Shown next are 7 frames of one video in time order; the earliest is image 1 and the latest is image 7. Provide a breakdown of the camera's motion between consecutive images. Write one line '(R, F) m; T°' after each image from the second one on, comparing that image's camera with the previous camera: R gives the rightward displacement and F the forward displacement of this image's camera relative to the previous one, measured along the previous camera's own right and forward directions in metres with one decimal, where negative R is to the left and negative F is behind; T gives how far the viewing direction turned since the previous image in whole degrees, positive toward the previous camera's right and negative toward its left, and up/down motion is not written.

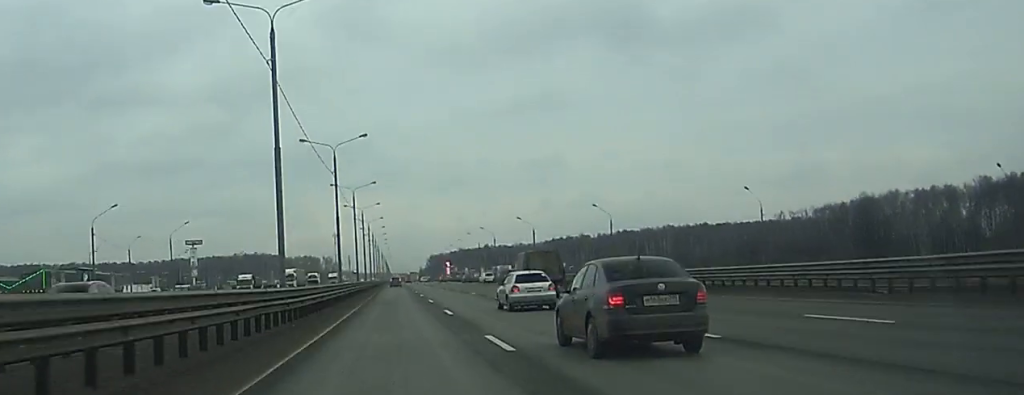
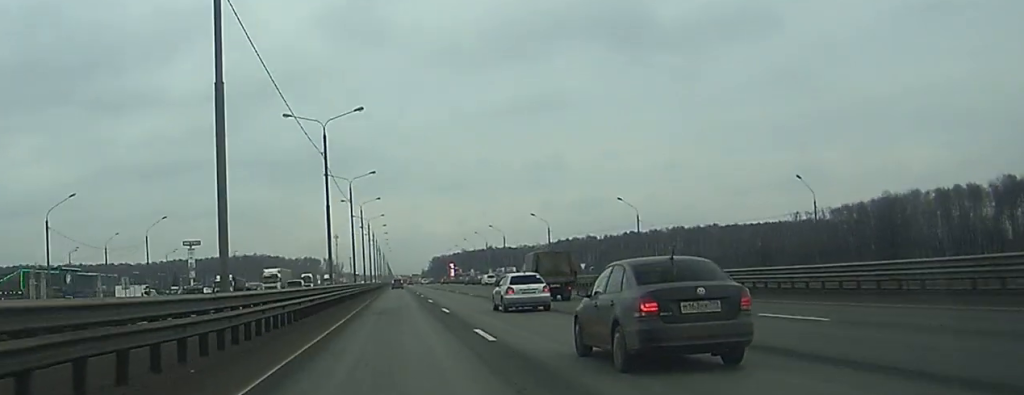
(0.0, +12.9) m; 0°
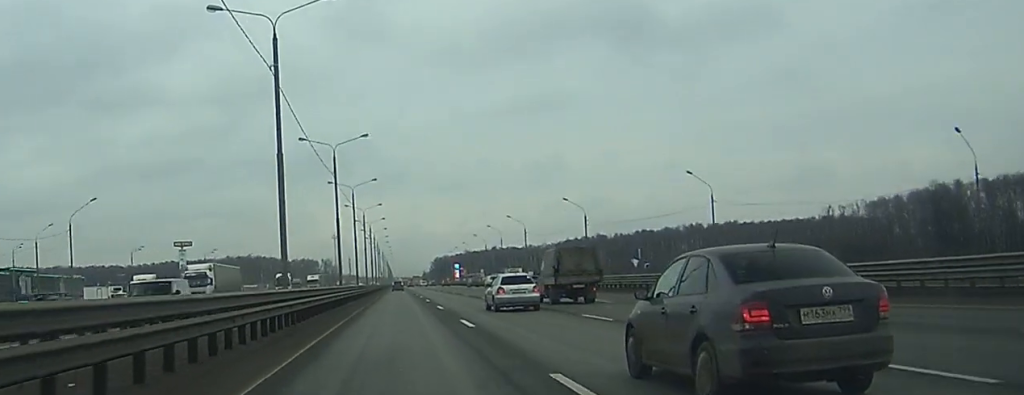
(+0.1, +26.8) m; 0°
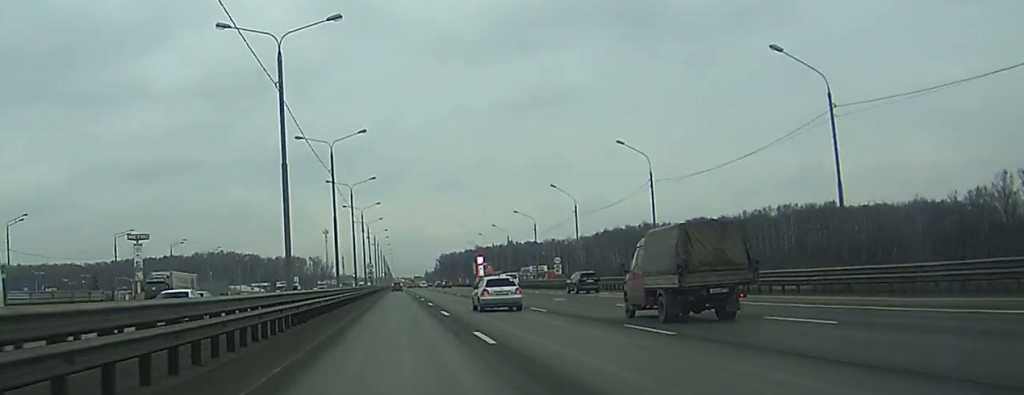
(-0.2, +102.0) m; 0°
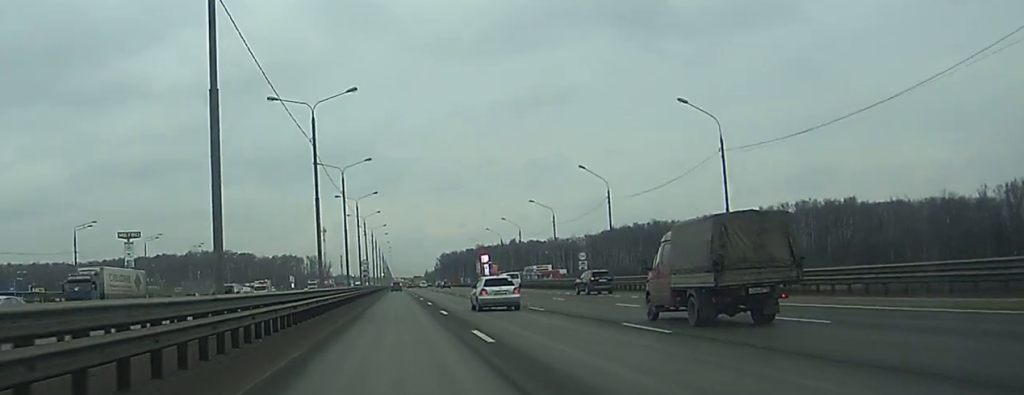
(0.0, +15.8) m; 0°
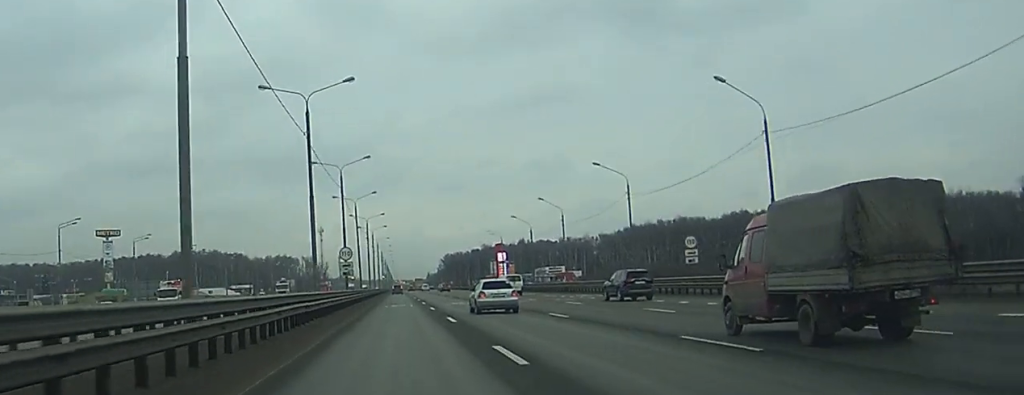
(0.0, +36.6) m; 0°
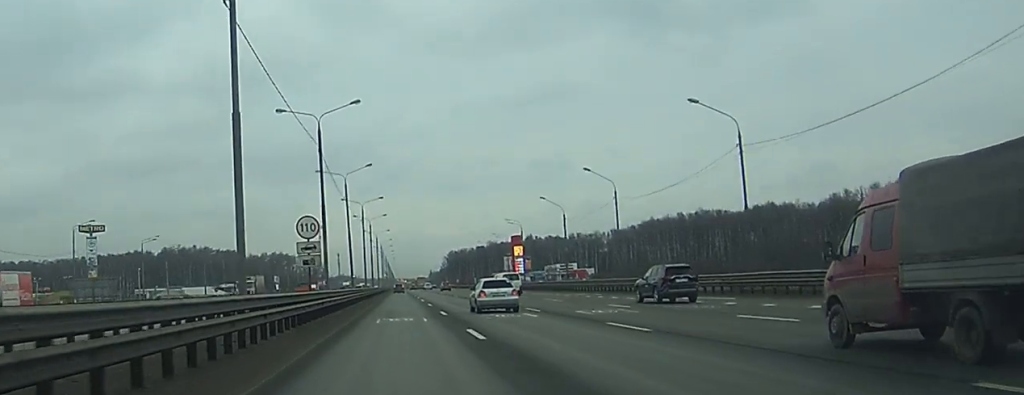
(0.0, +25.8) m; 0°
